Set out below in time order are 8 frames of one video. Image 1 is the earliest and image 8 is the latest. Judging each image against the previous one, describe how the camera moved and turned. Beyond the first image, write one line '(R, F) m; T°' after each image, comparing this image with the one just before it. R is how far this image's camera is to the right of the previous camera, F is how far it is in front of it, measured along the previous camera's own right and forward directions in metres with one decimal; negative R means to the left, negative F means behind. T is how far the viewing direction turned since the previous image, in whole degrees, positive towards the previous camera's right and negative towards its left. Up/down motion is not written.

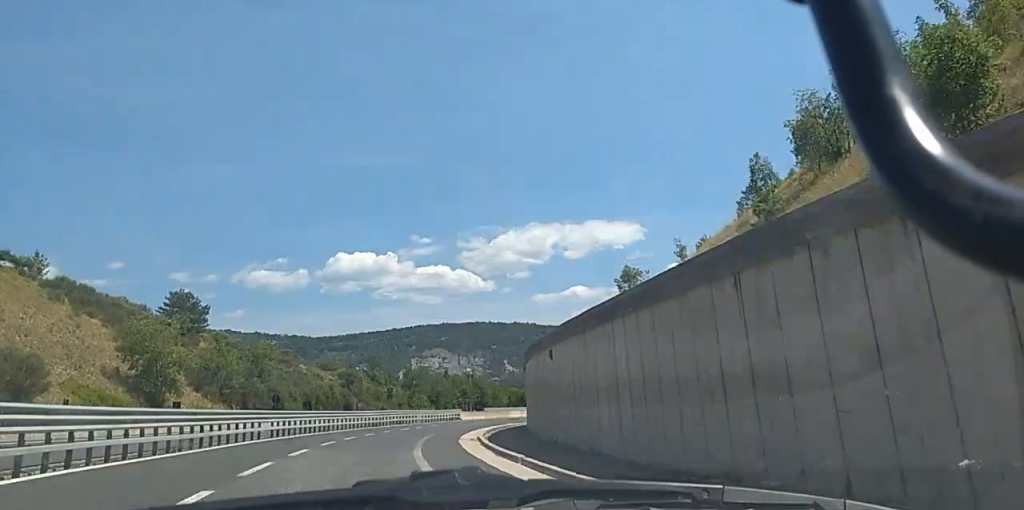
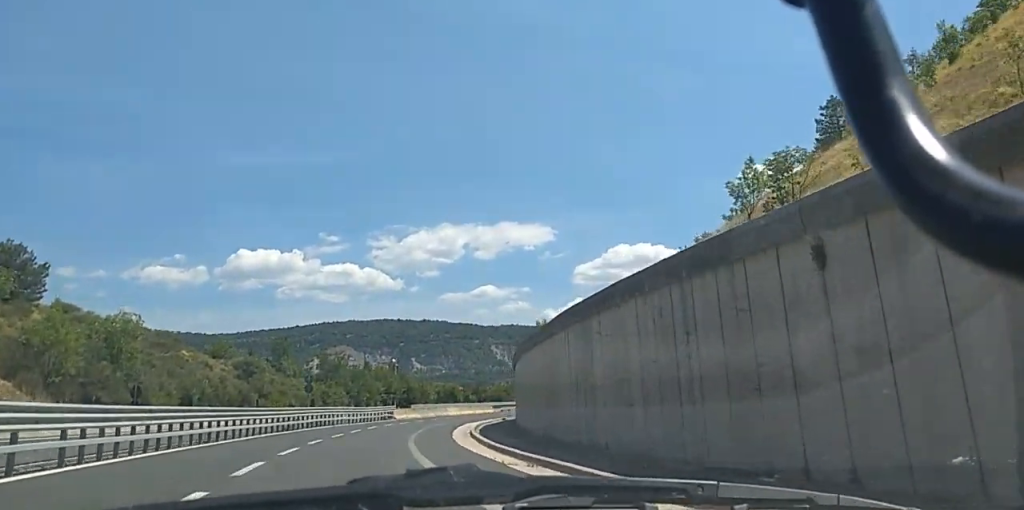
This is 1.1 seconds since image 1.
(+1.7, +23.9) m; +8°
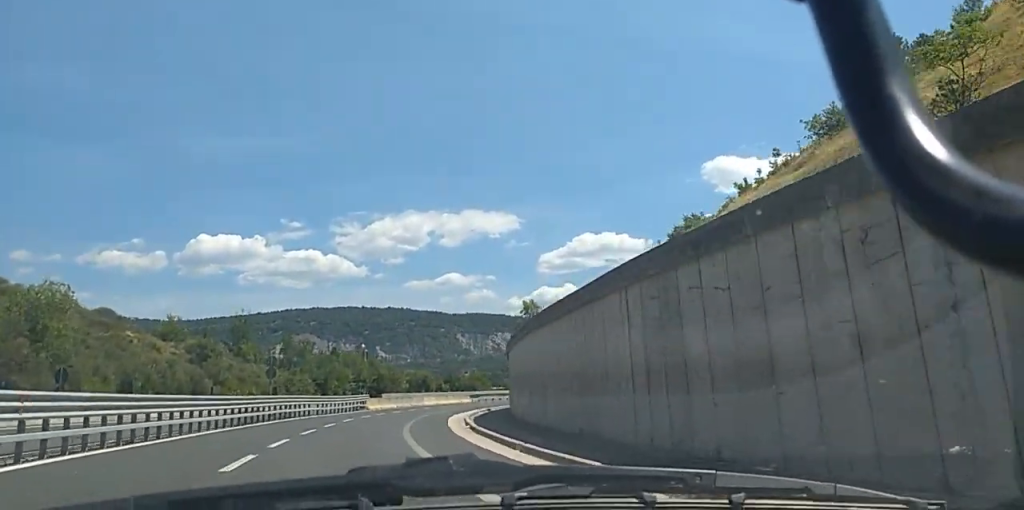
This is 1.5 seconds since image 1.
(+0.5, +9.0) m; +3°
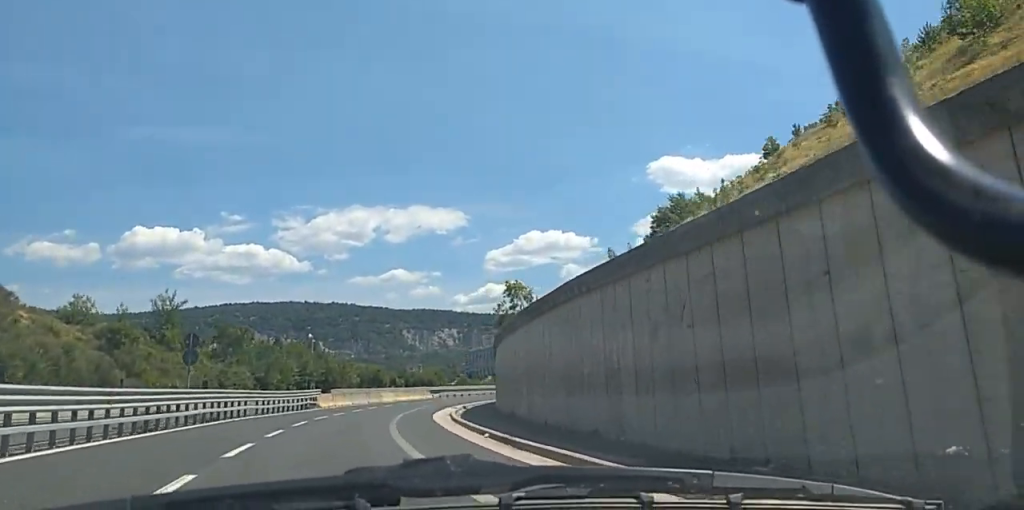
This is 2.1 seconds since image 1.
(+0.3, +13.3) m; +2°
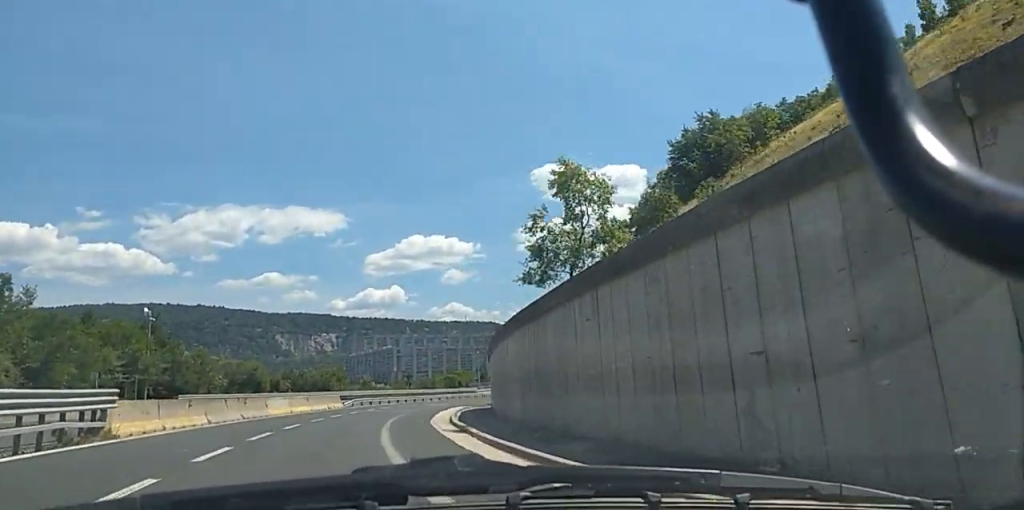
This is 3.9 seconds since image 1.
(+1.5, +37.4) m; +5°
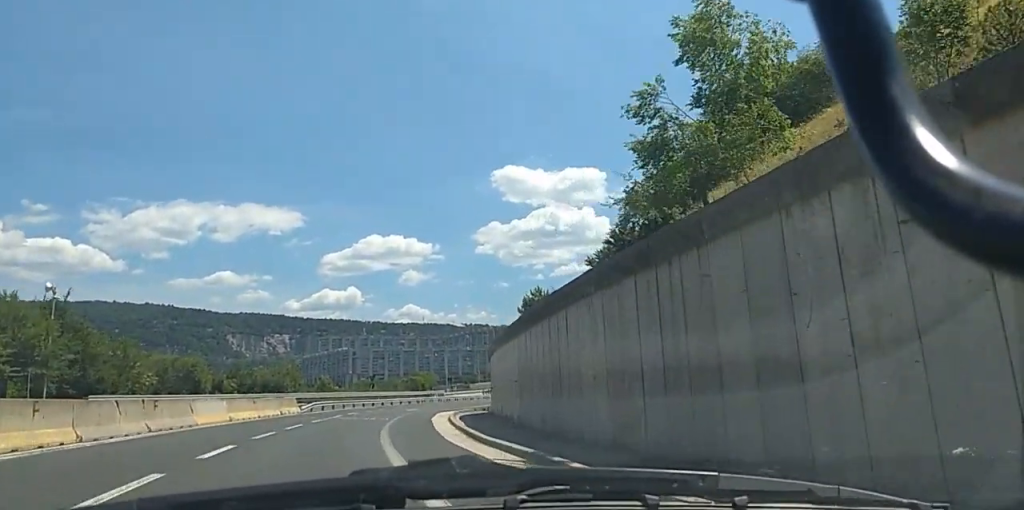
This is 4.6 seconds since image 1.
(0.0, +14.1) m; +2°
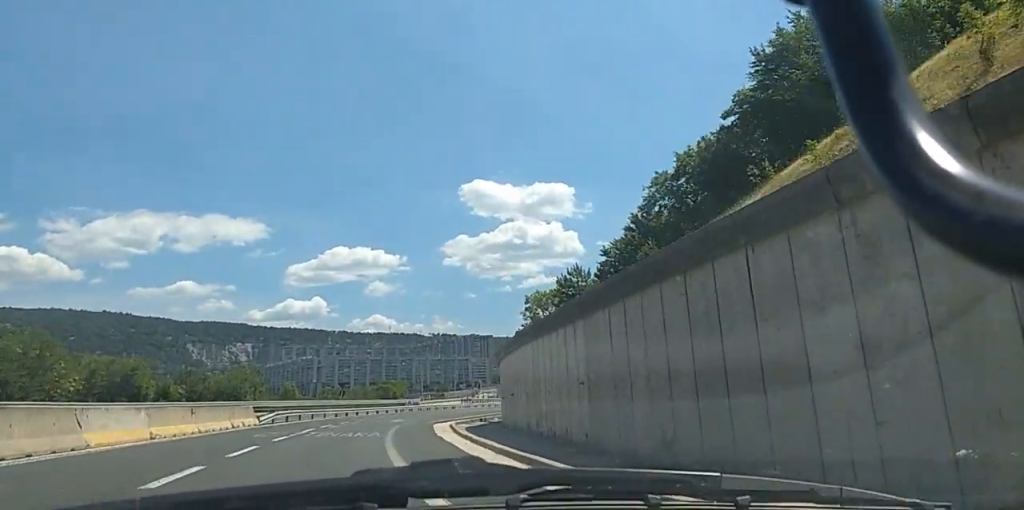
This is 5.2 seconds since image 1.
(+0.4, +12.0) m; +5°
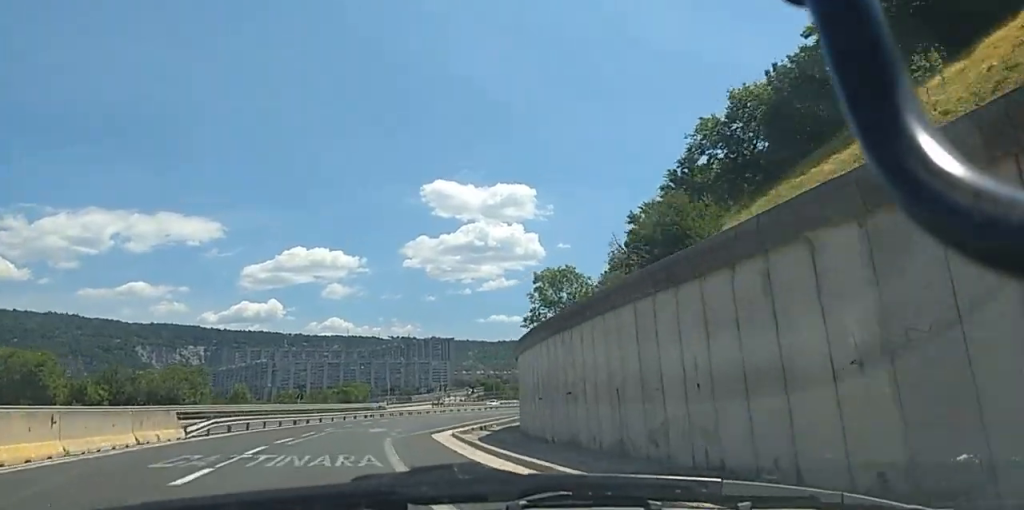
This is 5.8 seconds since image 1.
(0.0, +12.7) m; +6°
